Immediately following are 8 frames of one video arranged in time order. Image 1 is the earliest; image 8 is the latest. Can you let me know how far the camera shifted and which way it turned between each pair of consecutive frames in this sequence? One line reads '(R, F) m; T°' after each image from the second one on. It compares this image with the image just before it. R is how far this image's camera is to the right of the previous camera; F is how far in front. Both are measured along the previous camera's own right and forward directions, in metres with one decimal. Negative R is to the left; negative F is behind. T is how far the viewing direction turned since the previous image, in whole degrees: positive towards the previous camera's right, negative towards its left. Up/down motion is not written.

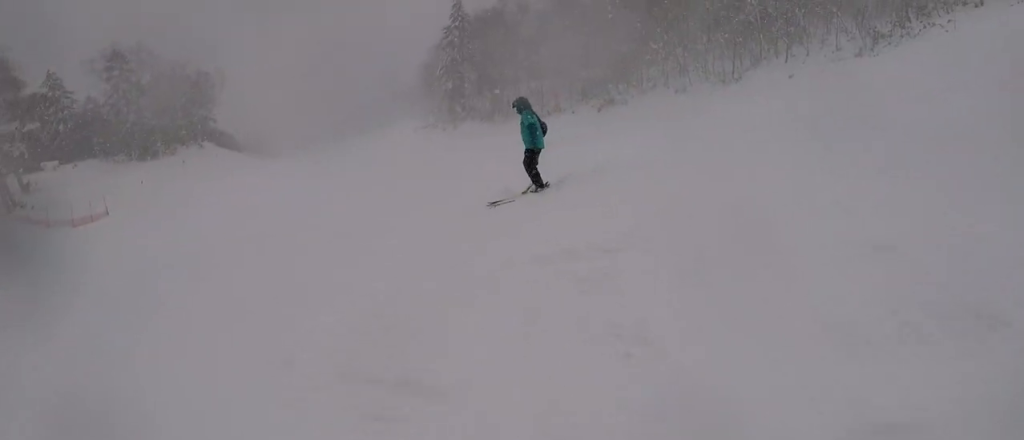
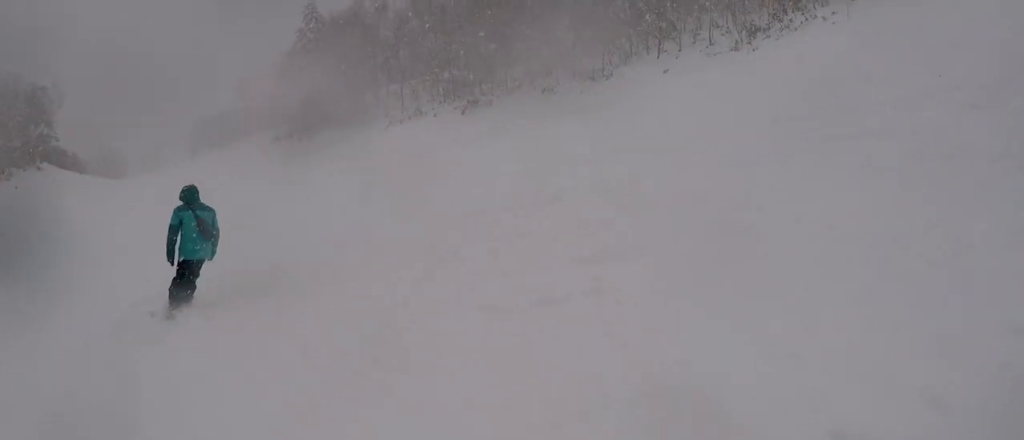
(+1.4, +2.9) m; +16°
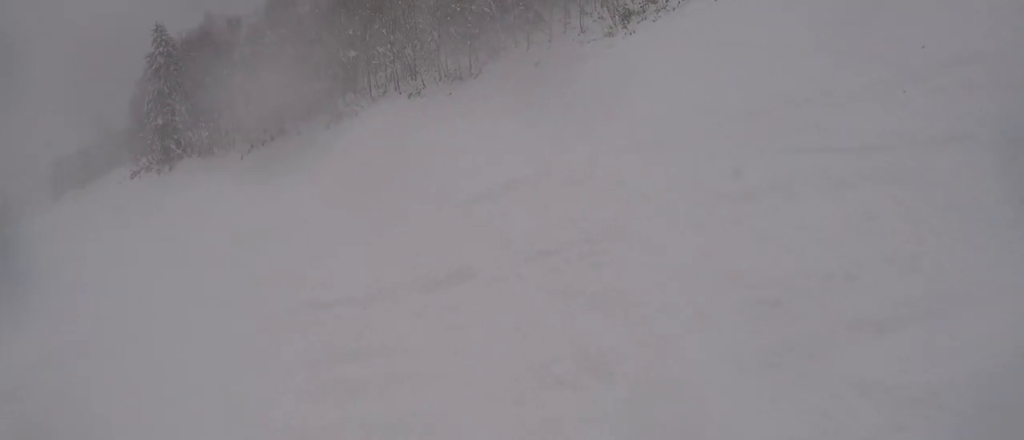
(+0.4, +2.6) m; +11°
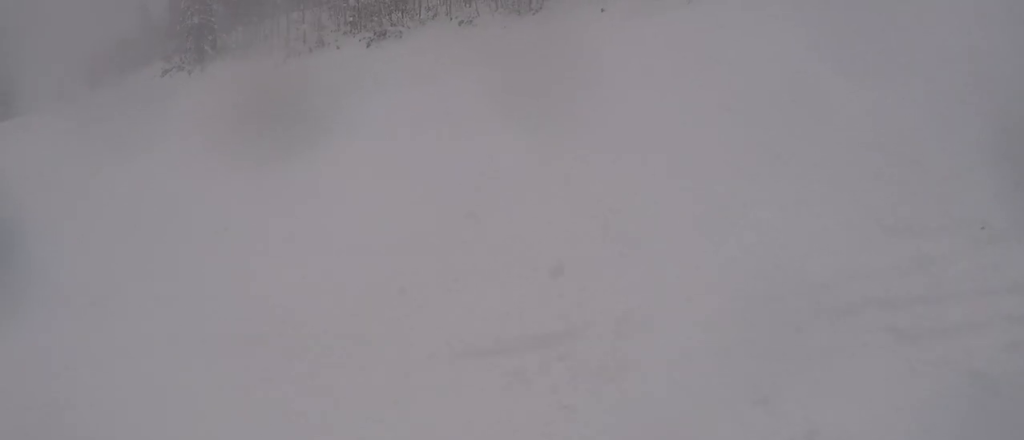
(-0.1, +4.0) m; +10°
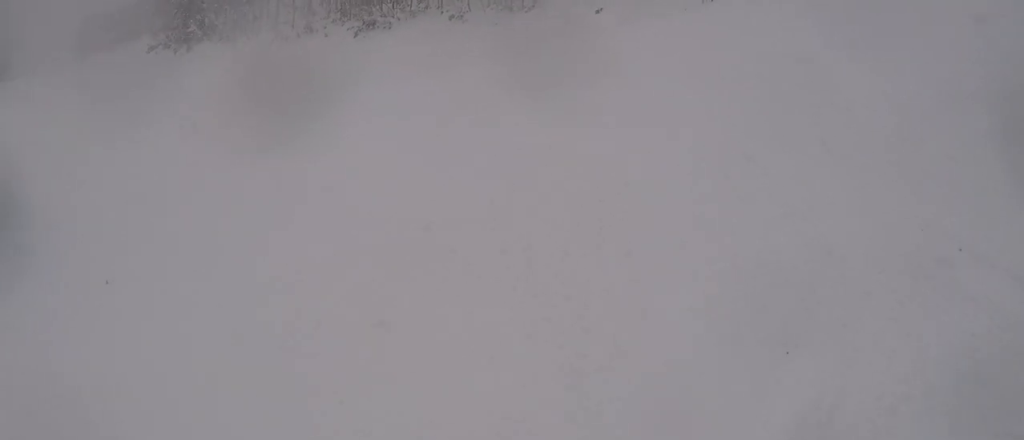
(+0.4, +1.6) m; +2°
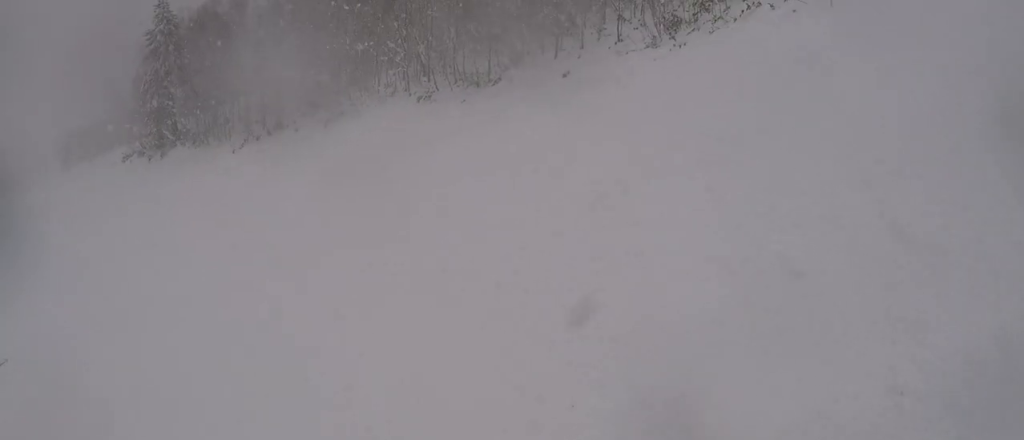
(+0.4, +1.8) m; +2°
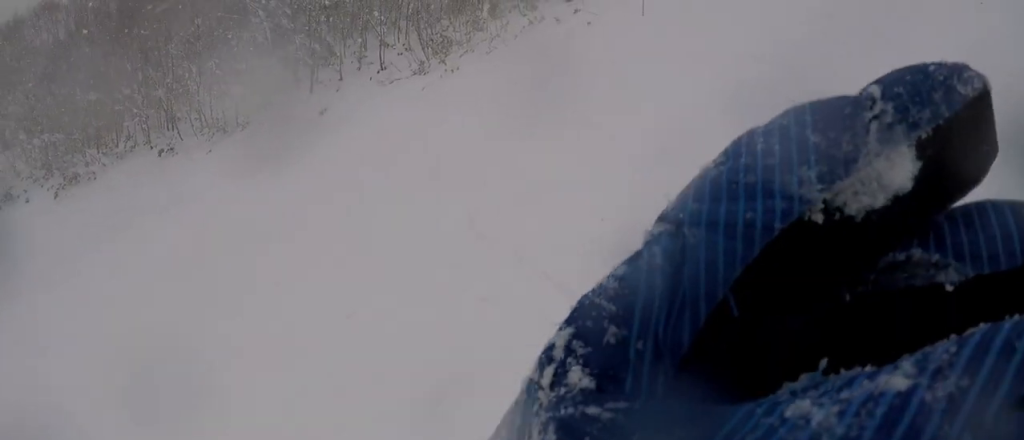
(-0.2, +5.2) m; +1°
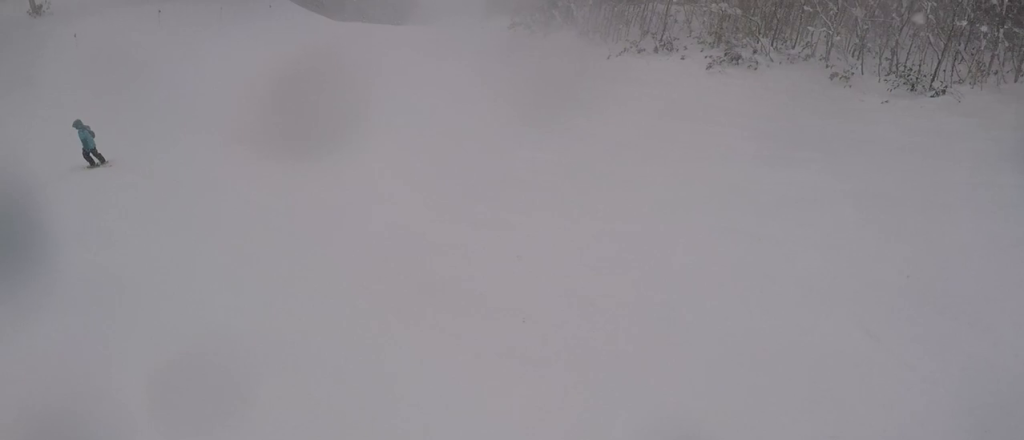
(-1.6, +7.2) m; -36°
